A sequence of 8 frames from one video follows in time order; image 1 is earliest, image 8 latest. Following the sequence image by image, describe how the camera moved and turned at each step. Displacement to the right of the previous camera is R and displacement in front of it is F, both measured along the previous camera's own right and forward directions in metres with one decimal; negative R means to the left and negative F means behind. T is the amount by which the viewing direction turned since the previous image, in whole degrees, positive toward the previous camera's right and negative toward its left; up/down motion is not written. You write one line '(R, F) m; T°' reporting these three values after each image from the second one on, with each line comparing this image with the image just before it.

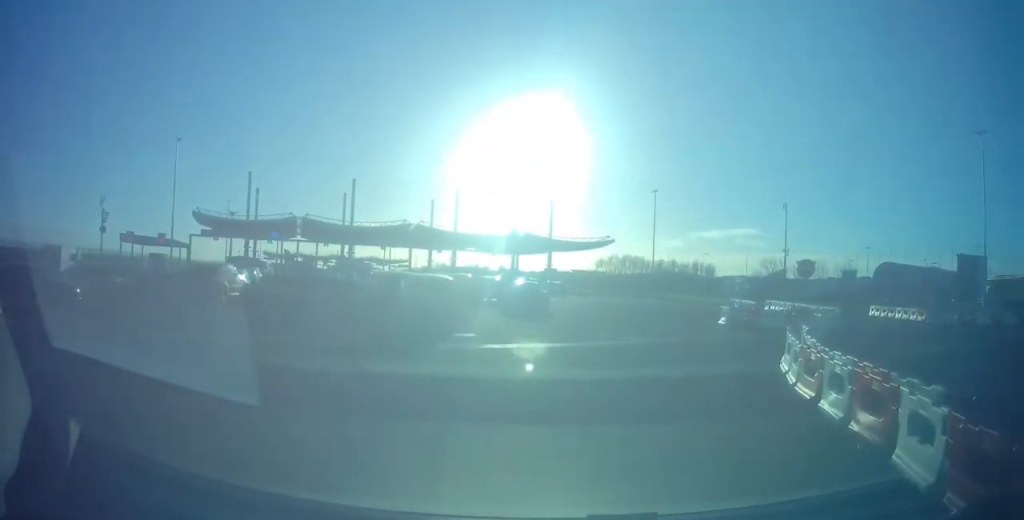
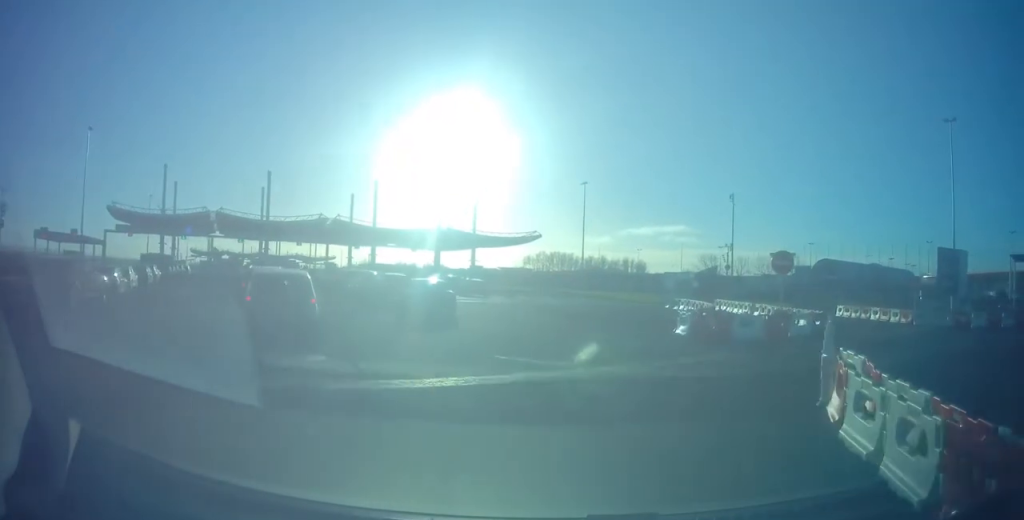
(+0.2, +5.3) m; +4°
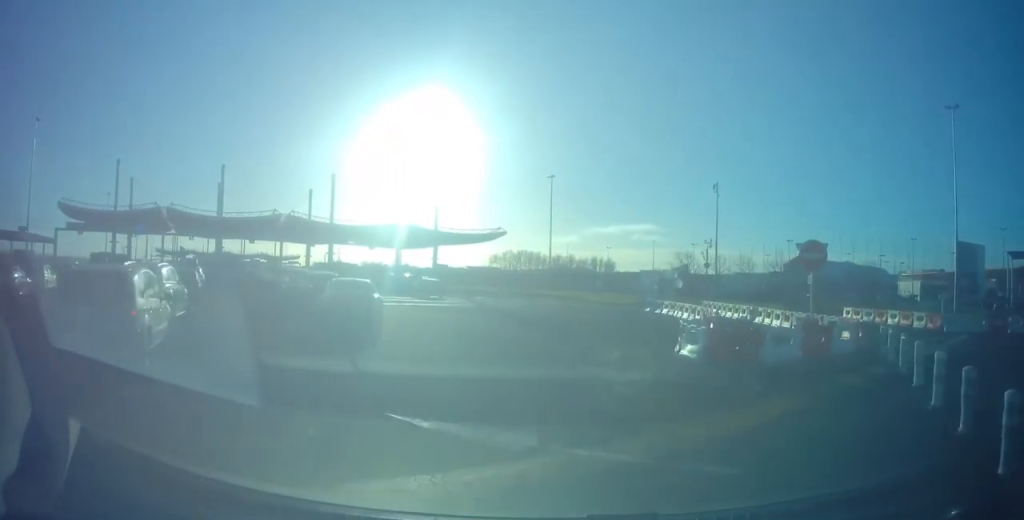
(+0.2, +5.1) m; +6°
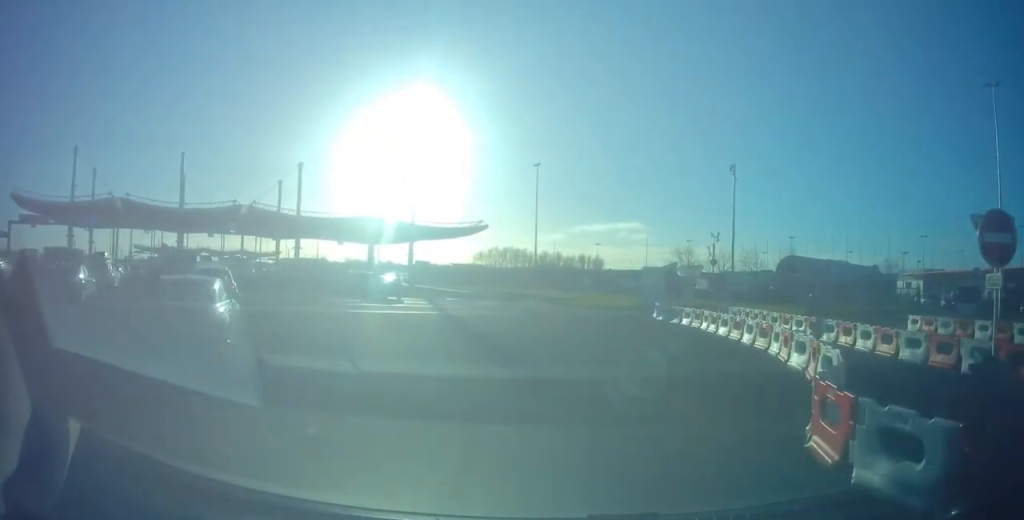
(+0.6, +8.3) m; +4°
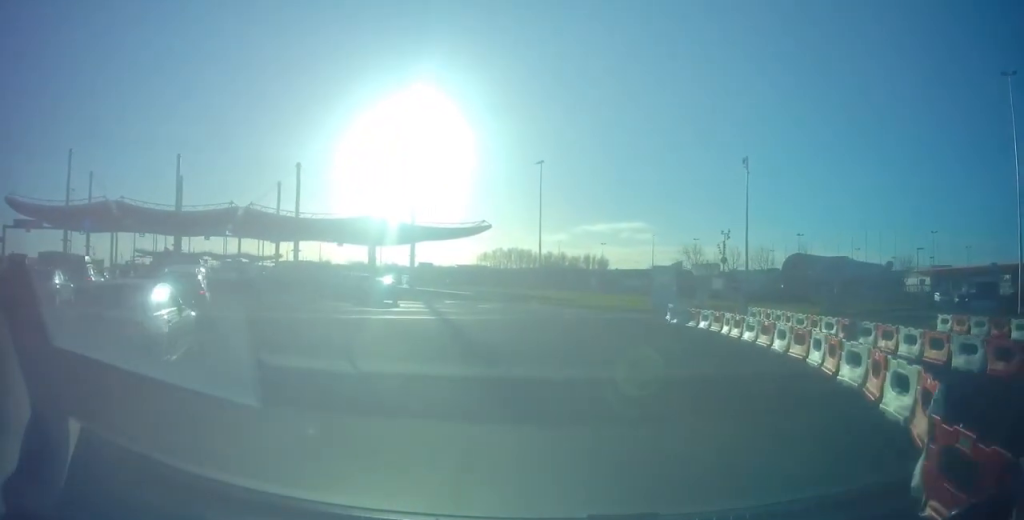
(+0.1, +2.0) m; -2°
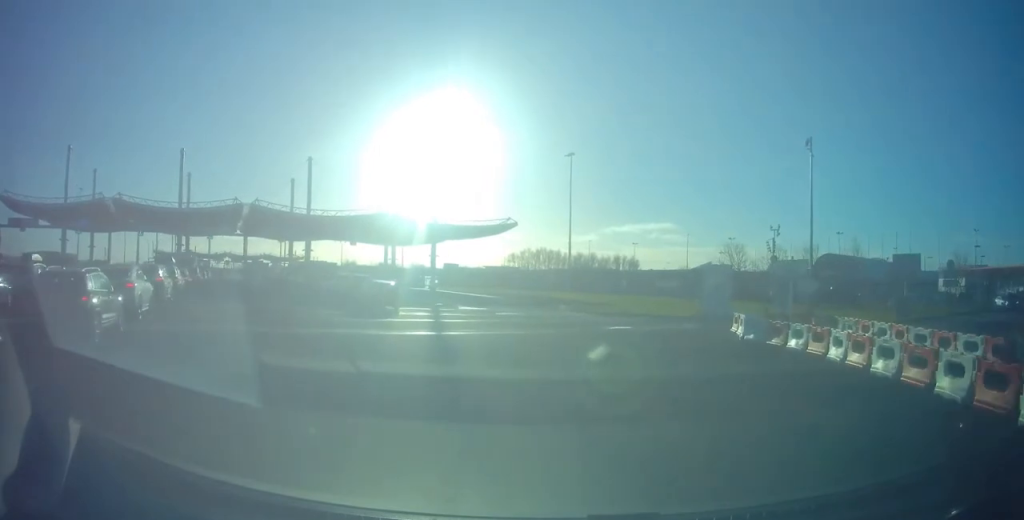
(-0.7, +5.8) m; -9°
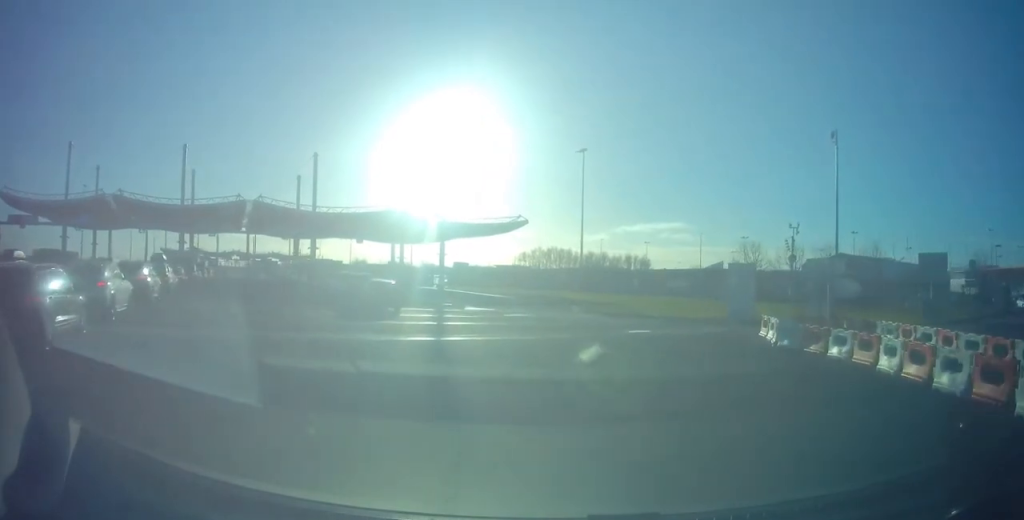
(-0.1, +1.8) m; 0°
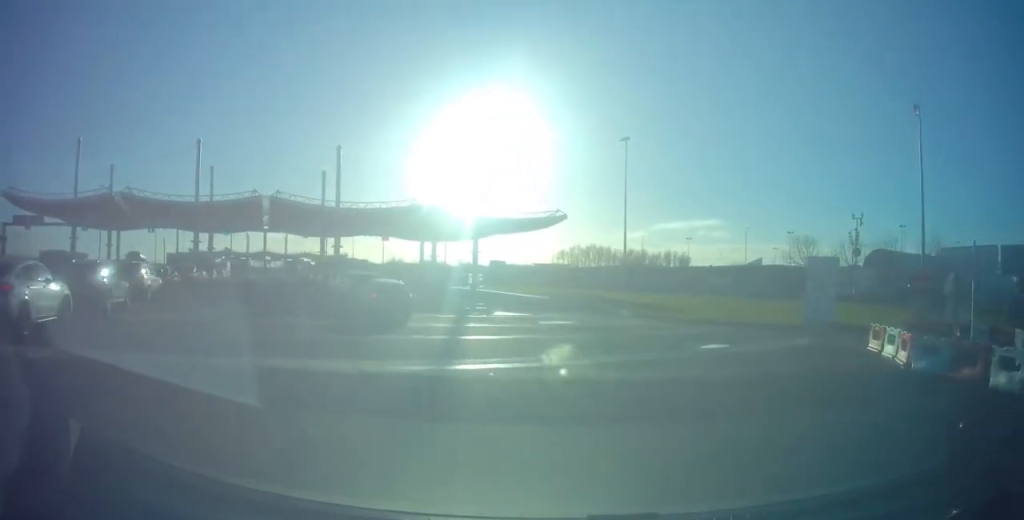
(+0.2, +5.0) m; 0°
